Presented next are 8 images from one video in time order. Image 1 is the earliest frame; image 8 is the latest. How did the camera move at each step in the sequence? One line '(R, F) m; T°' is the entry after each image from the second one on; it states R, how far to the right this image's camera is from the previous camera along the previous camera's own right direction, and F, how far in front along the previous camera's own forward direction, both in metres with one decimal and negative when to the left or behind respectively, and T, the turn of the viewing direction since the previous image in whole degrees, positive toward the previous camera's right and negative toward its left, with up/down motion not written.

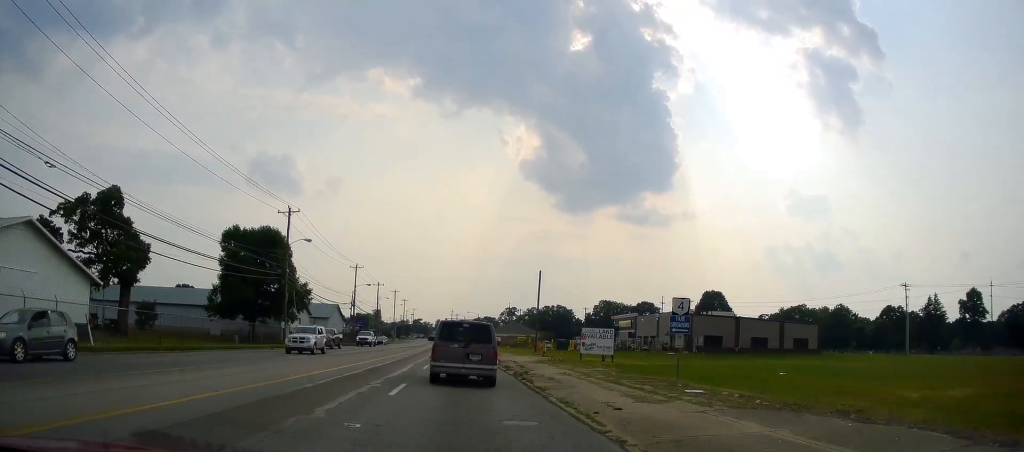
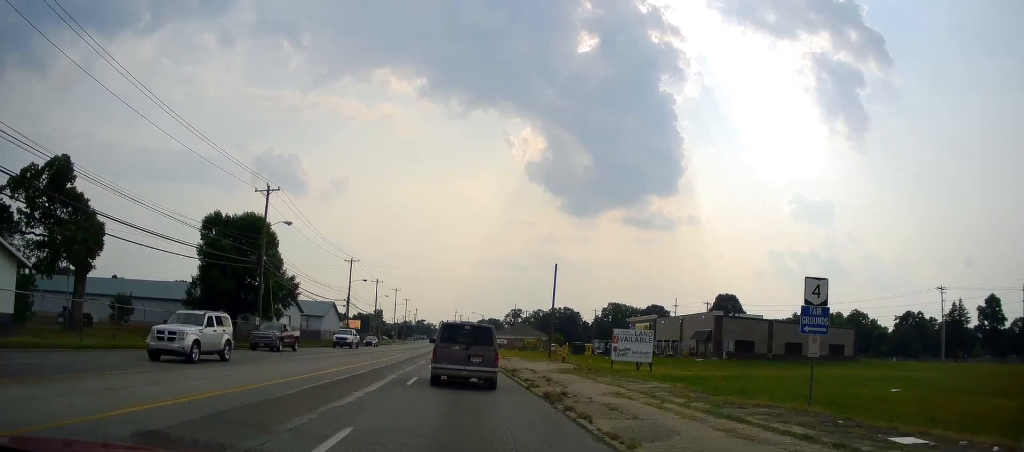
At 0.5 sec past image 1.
(-0.1, +8.3) m; -1°
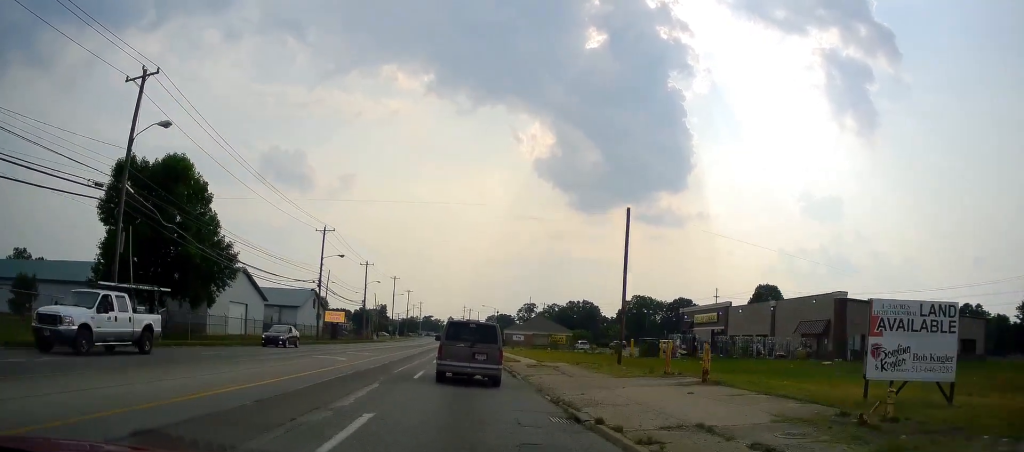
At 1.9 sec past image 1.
(0.0, +22.8) m; 0°
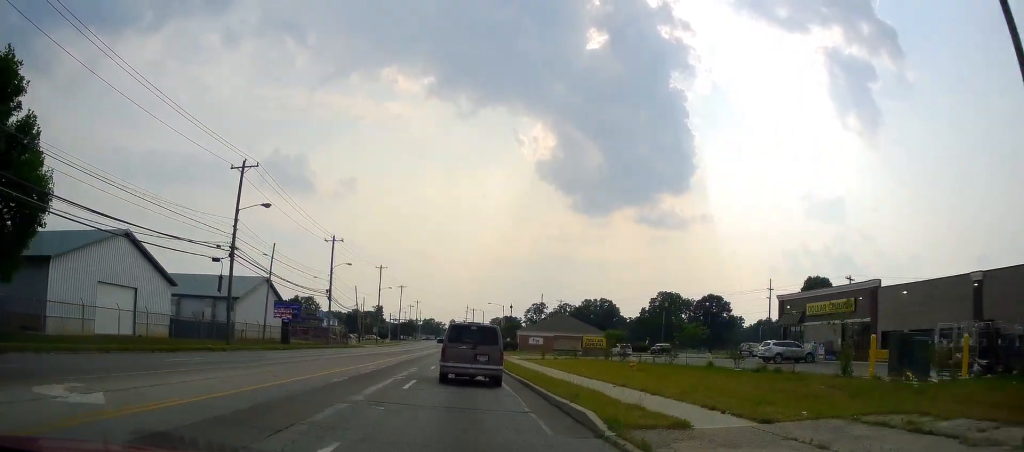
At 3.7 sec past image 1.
(+0.1, +26.5) m; +1°
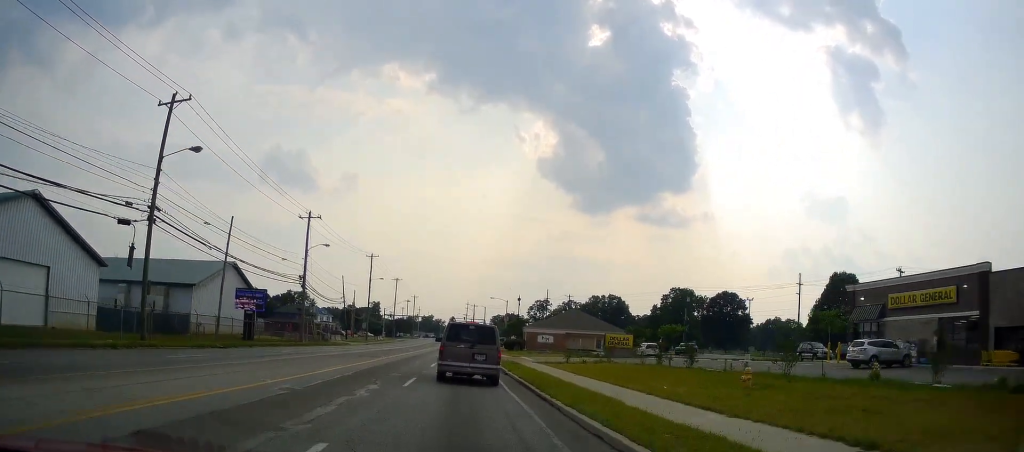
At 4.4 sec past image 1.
(+0.2, +11.7) m; 0°
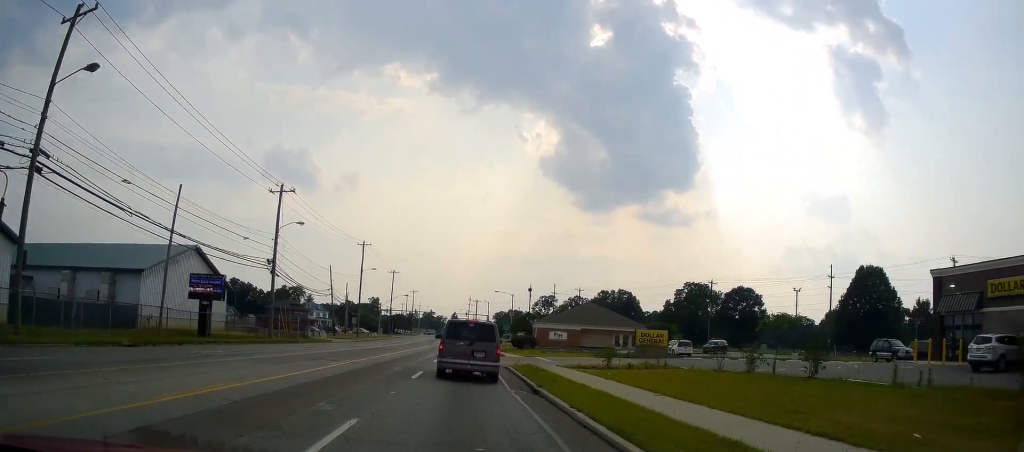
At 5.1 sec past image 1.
(-0.1, +10.4) m; -1°
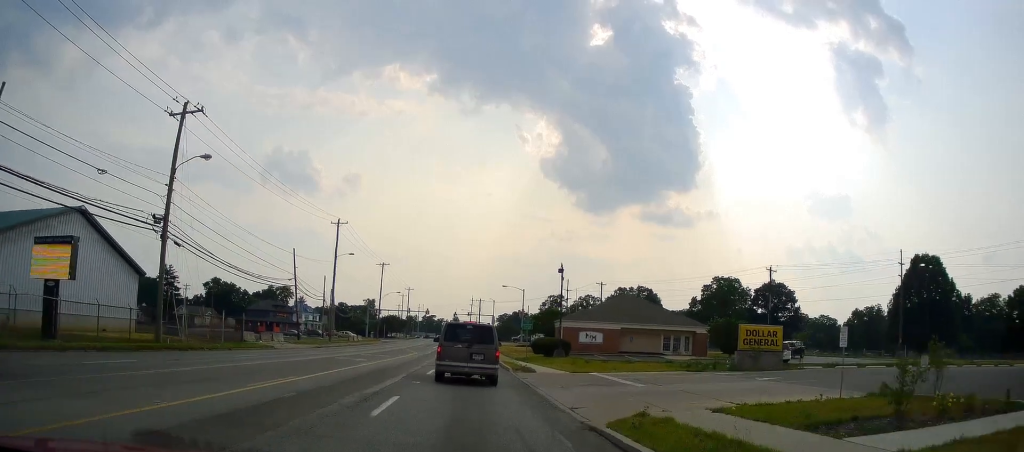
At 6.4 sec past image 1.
(-0.2, +19.7) m; -1°
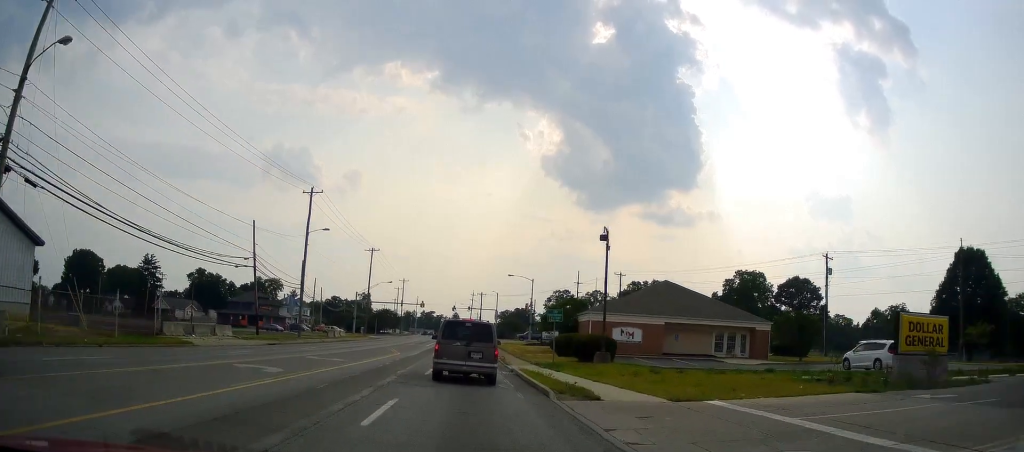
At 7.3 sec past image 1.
(-0.2, +13.7) m; 0°
